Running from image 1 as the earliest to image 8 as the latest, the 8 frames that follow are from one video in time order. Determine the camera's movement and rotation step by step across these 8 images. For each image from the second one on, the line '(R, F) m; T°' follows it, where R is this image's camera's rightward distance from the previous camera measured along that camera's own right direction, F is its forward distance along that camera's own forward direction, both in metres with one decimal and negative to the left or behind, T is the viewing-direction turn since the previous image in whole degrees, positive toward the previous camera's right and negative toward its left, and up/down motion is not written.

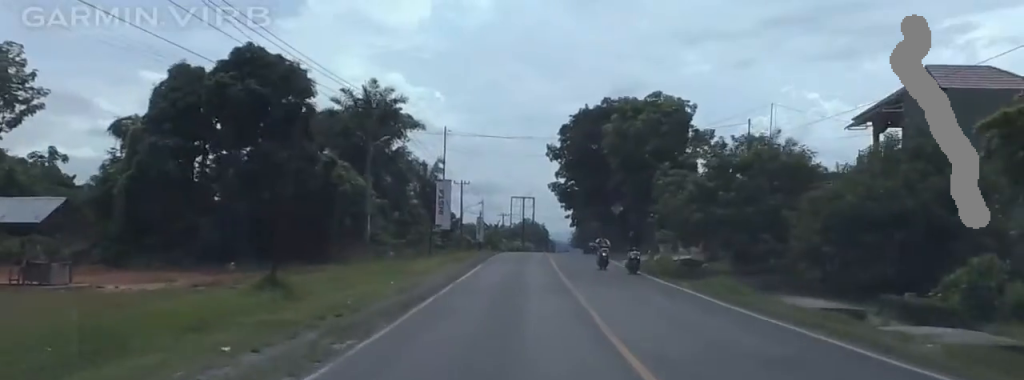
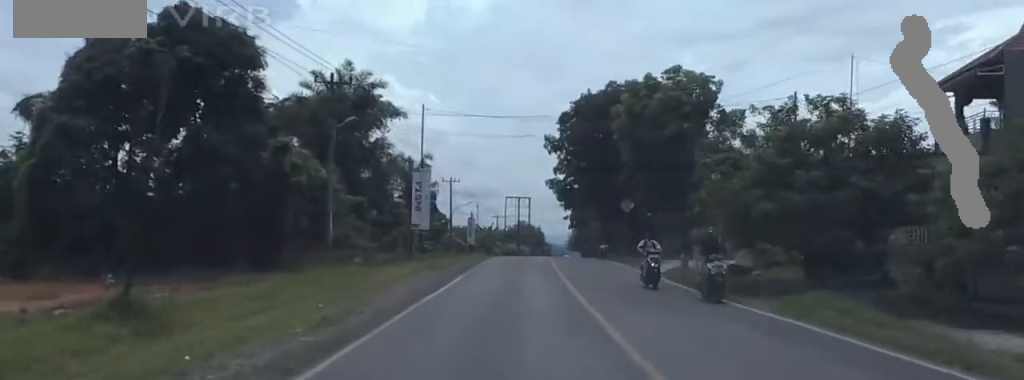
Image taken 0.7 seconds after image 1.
(+0.2, +9.9) m; +1°
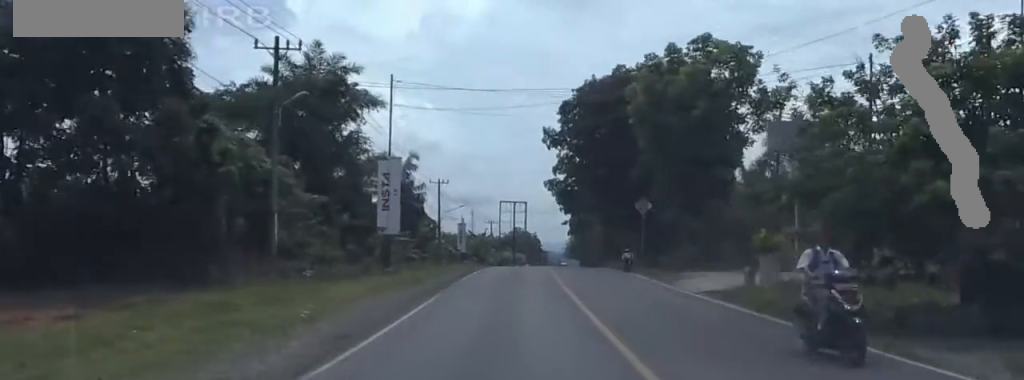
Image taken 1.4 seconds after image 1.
(+0.1, +9.9) m; +1°
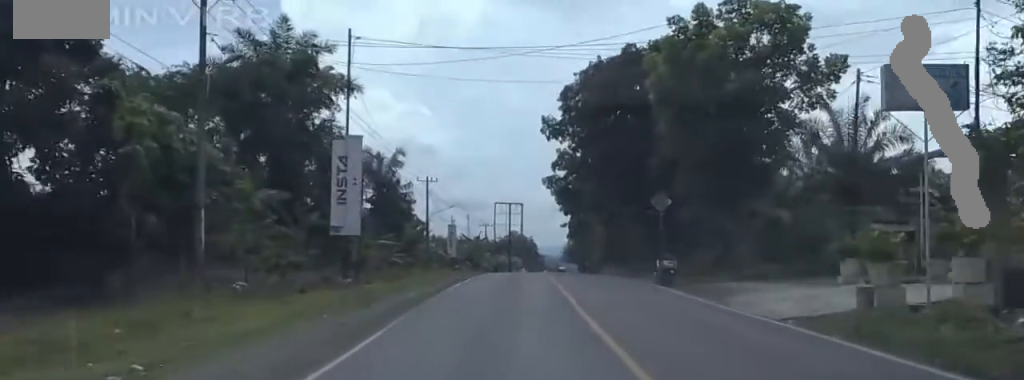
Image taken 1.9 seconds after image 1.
(0.0, +8.2) m; 0°
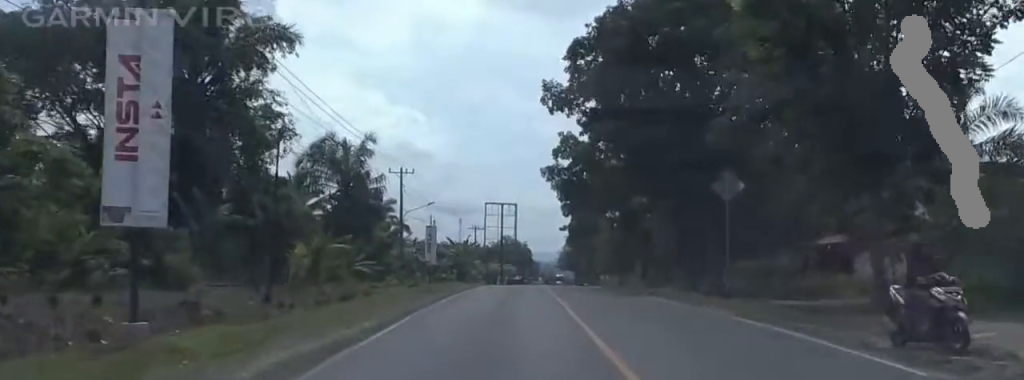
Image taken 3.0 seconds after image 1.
(0.0, +15.1) m; -1°
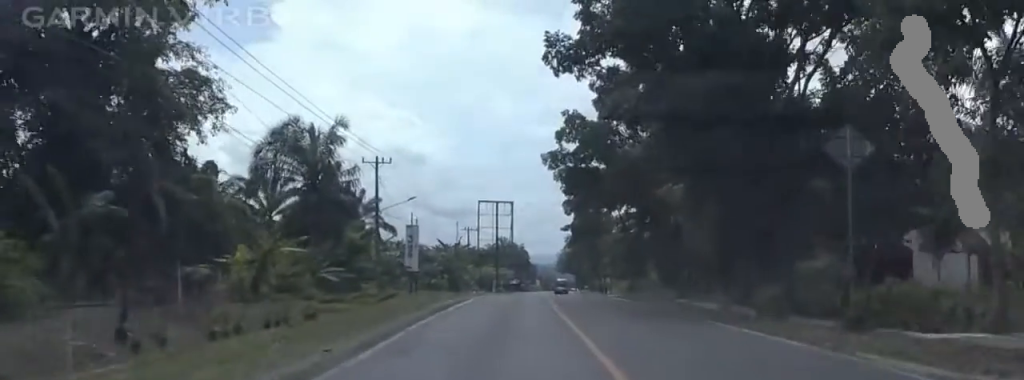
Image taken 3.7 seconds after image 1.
(-0.2, +10.7) m; 0°
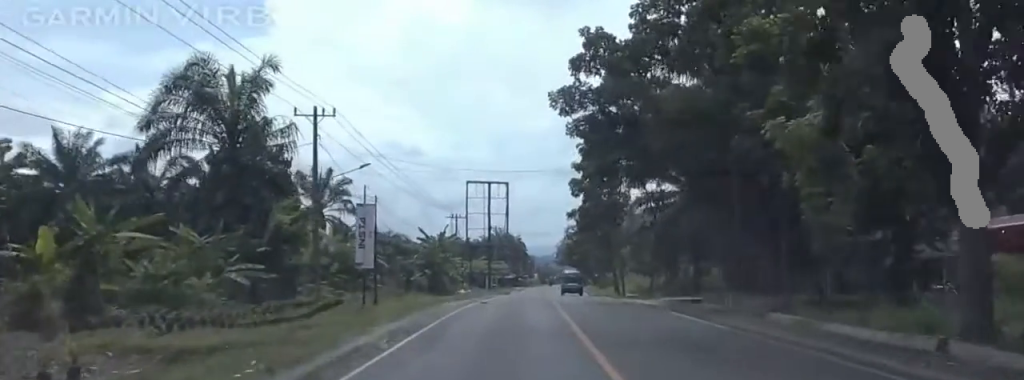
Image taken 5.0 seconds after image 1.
(+0.2, +17.7) m; +1°
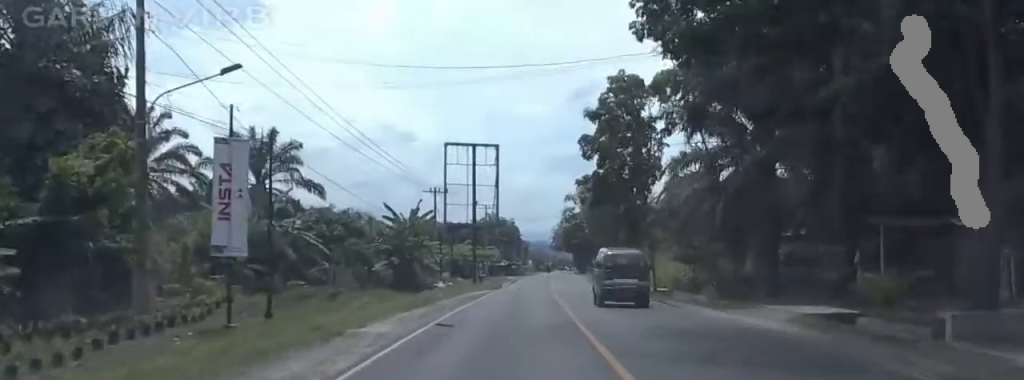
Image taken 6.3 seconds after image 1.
(-0.1, +19.3) m; -1°
